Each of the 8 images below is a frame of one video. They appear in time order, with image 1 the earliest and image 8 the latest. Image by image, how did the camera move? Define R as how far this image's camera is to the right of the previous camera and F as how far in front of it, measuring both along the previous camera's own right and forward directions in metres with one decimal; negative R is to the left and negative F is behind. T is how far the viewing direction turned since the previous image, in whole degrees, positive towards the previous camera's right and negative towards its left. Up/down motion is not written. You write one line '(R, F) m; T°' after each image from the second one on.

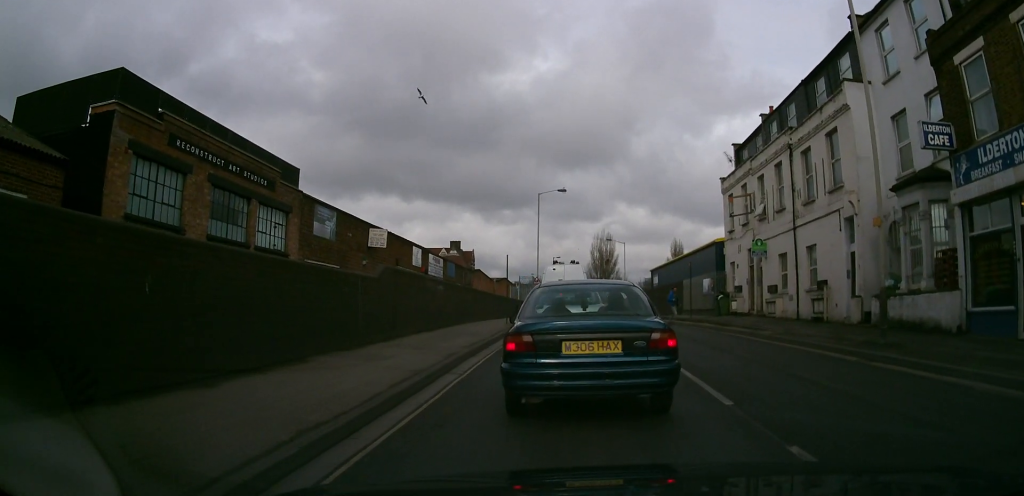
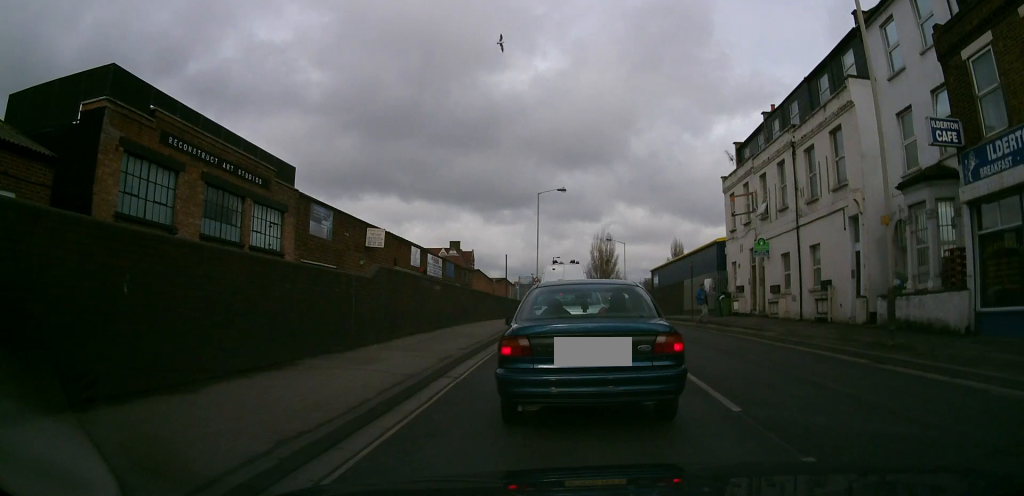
(0.0, +1.1) m; 0°
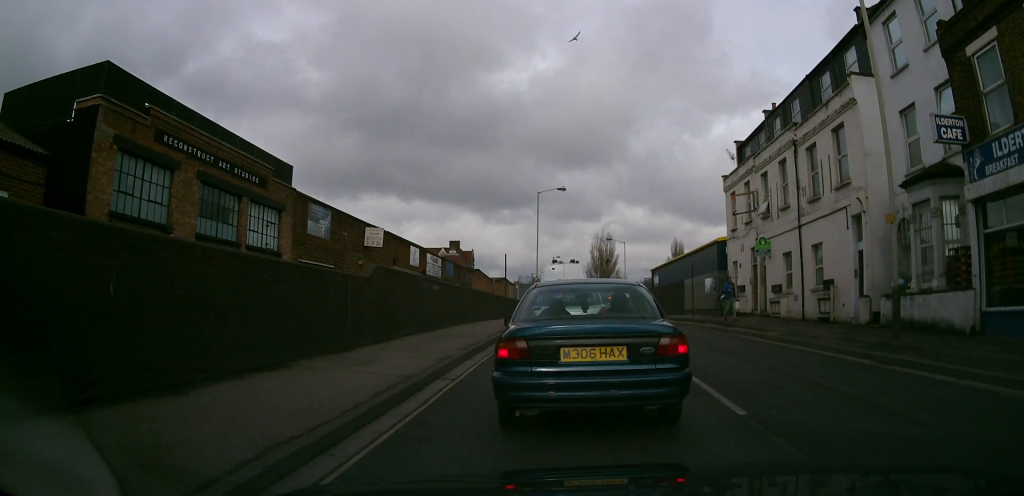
(0.0, +0.9) m; 0°
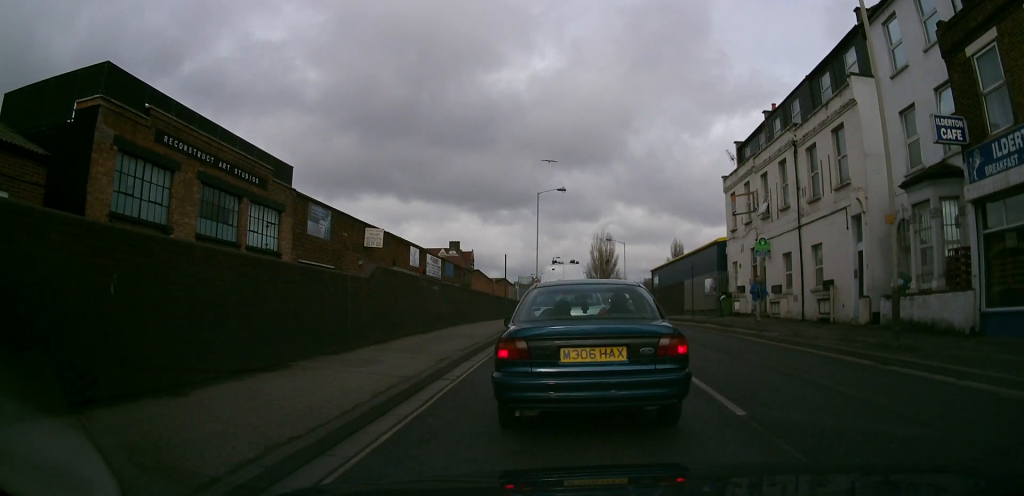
(0.0, +0.9) m; 0°
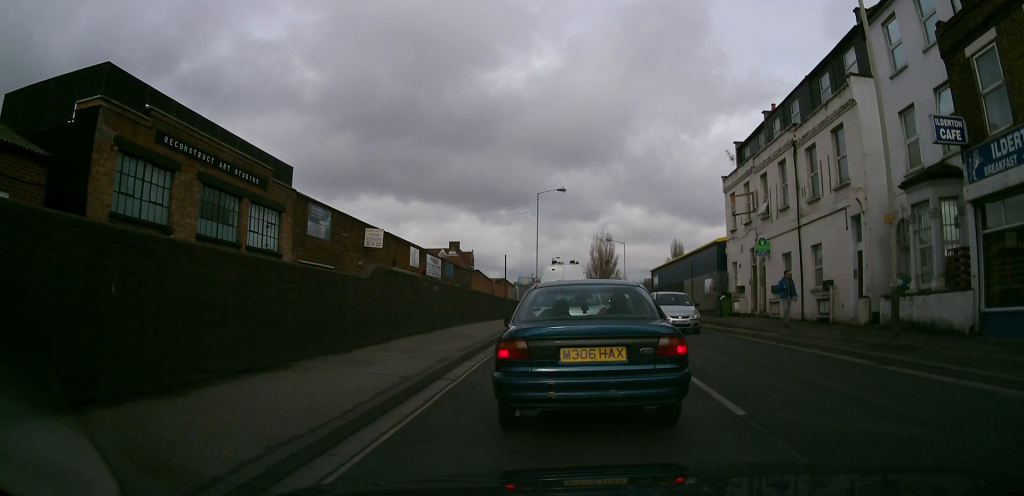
(0.0, 0.0) m; 0°
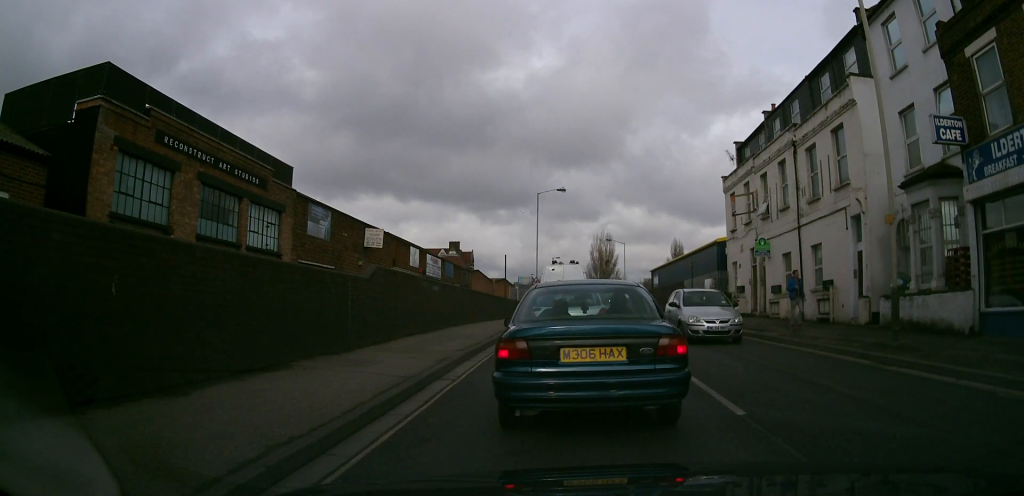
(0.0, 0.0) m; 0°
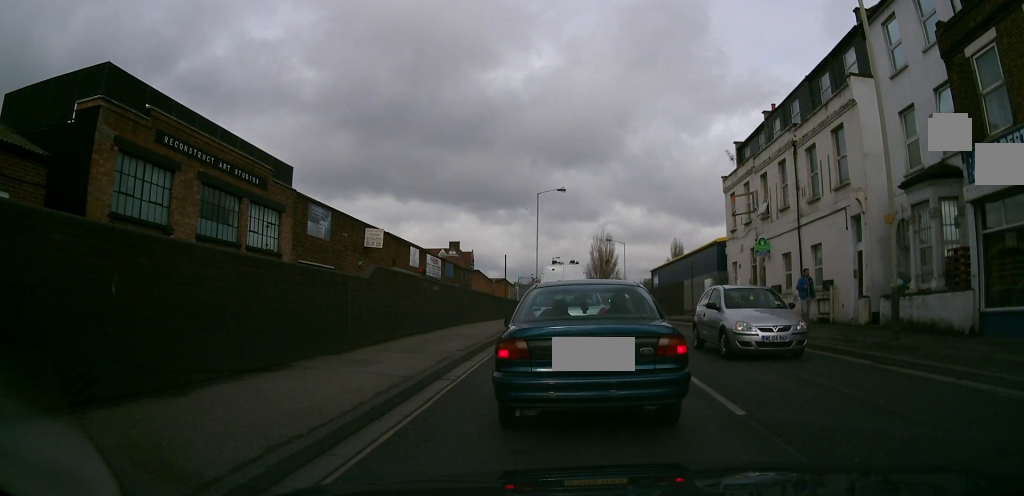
(0.0, 0.0) m; 0°
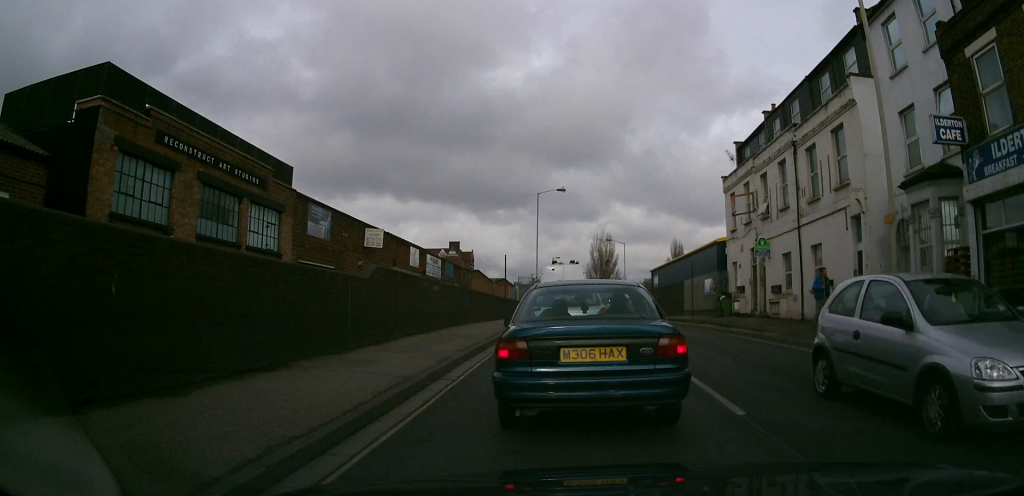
(0.0, 0.0) m; 0°
